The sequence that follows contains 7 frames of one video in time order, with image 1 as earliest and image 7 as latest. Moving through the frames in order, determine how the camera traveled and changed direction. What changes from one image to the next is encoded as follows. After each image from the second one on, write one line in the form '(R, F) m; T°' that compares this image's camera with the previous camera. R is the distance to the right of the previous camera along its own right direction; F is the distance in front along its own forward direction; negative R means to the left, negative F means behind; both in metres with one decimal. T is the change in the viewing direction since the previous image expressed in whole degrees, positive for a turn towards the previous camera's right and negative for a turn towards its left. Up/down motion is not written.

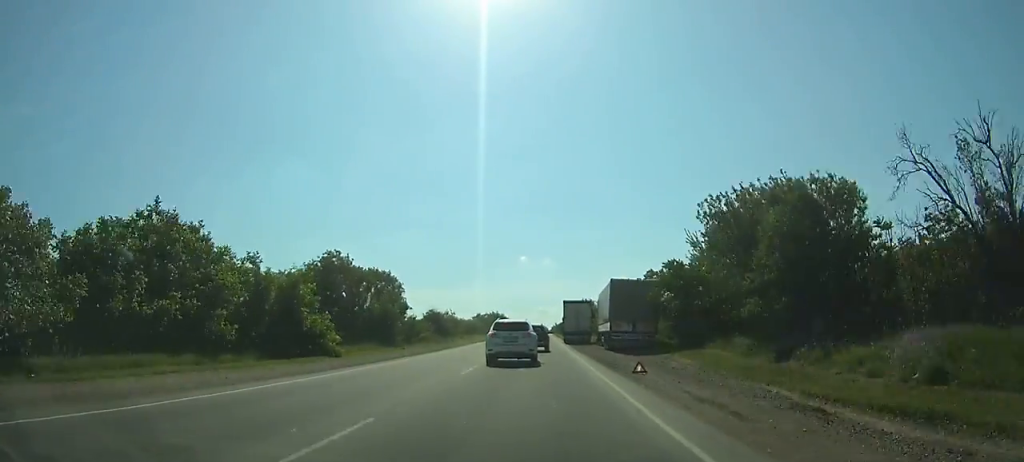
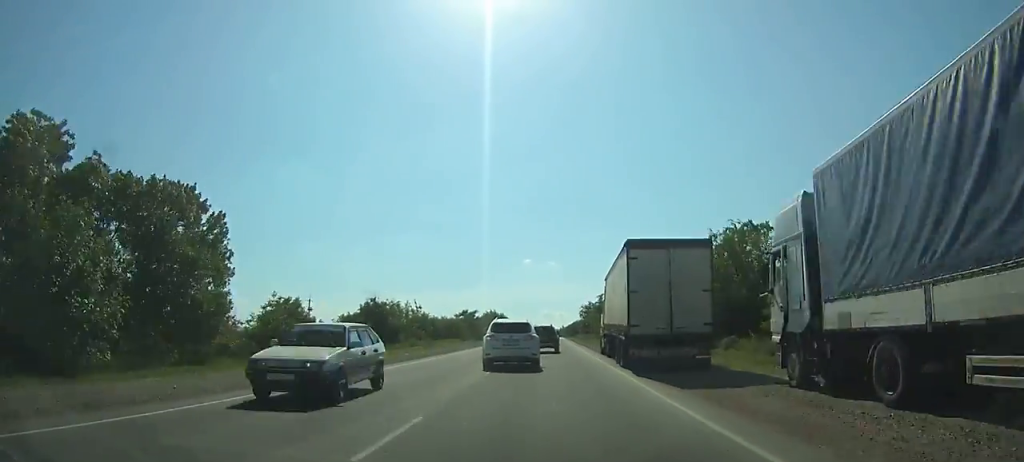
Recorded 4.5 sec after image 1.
(-0.2, +34.9) m; 0°
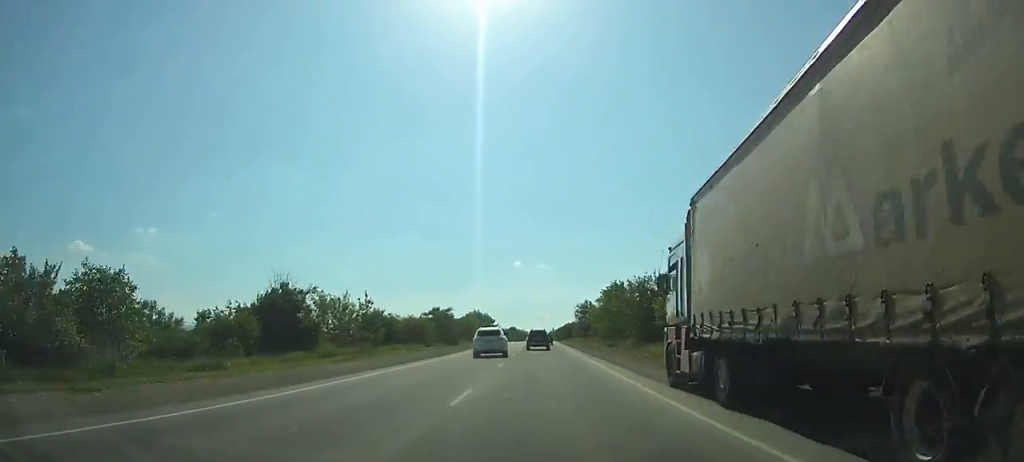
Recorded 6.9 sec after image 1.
(+0.1, +21.4) m; +1°
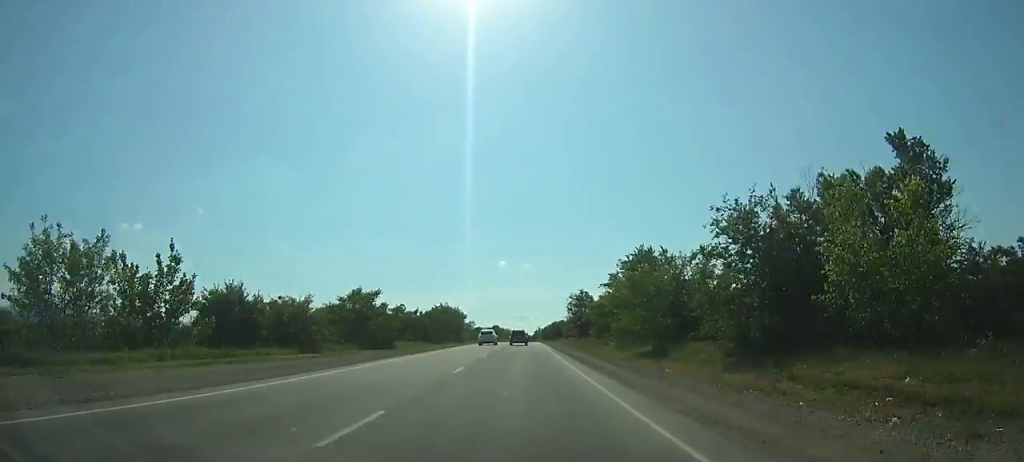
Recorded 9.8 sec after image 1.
(+0.2, +28.9) m; 0°
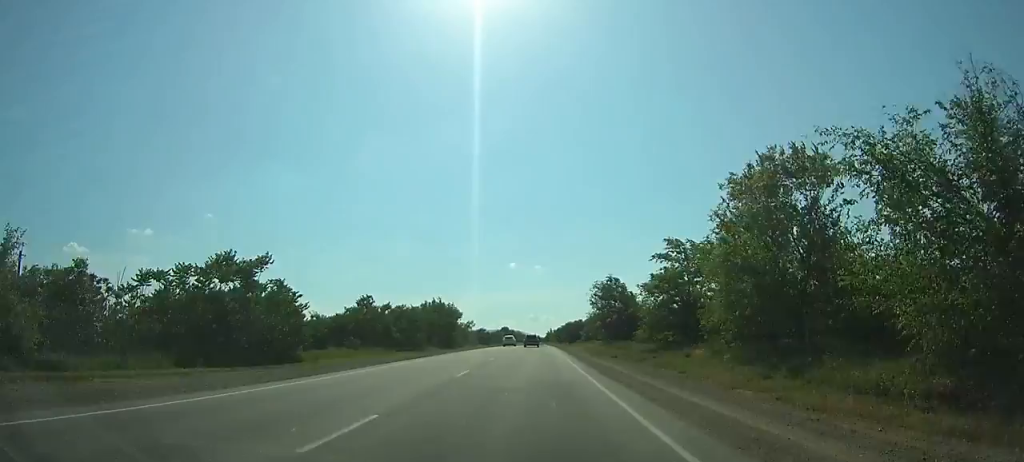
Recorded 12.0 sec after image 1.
(0.0, +24.3) m; 0°
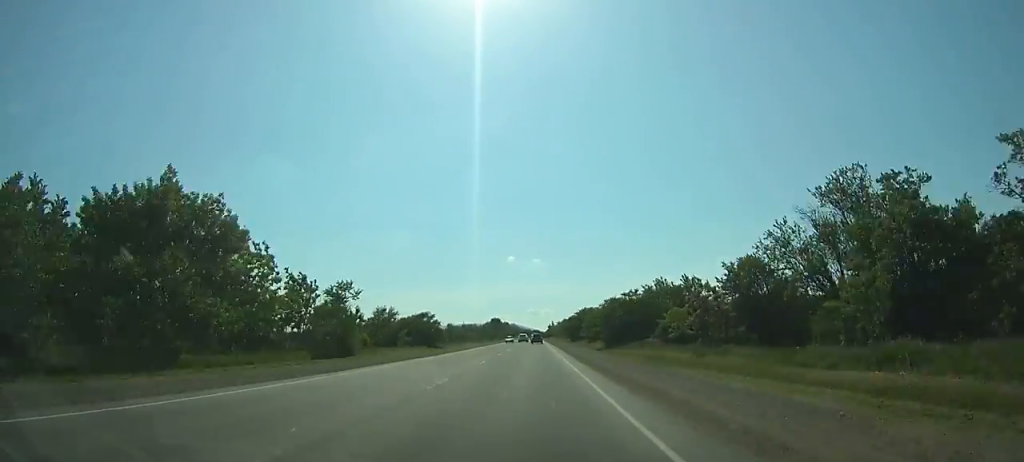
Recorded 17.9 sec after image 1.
(-0.4, +72.8) m; -1°
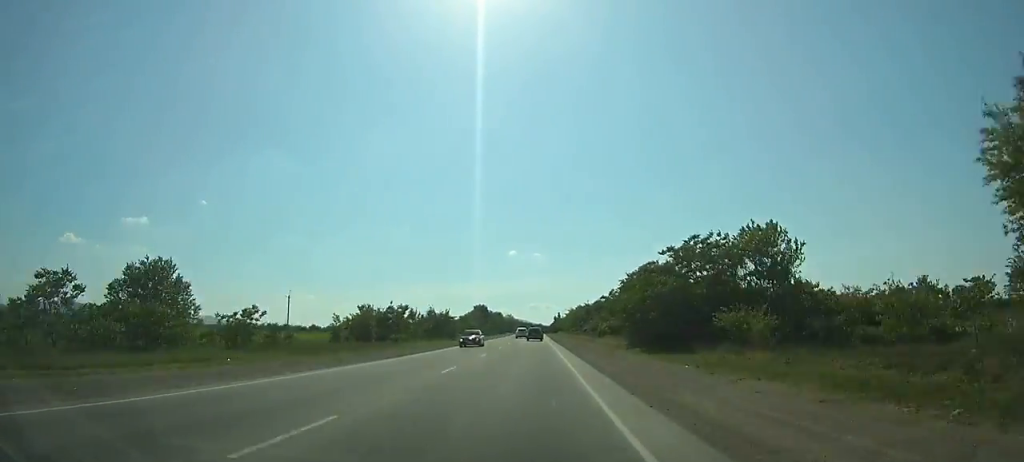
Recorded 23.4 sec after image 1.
(-0.2, +75.7) m; 0°
